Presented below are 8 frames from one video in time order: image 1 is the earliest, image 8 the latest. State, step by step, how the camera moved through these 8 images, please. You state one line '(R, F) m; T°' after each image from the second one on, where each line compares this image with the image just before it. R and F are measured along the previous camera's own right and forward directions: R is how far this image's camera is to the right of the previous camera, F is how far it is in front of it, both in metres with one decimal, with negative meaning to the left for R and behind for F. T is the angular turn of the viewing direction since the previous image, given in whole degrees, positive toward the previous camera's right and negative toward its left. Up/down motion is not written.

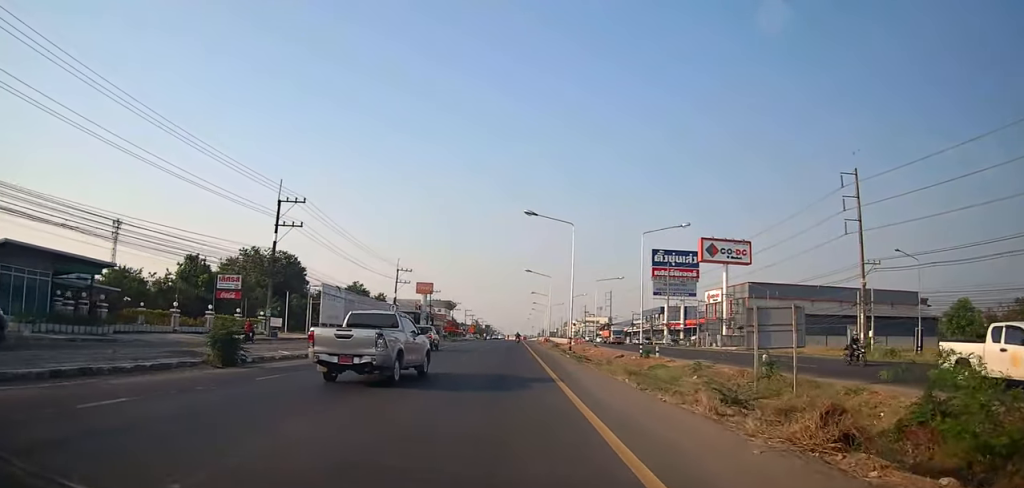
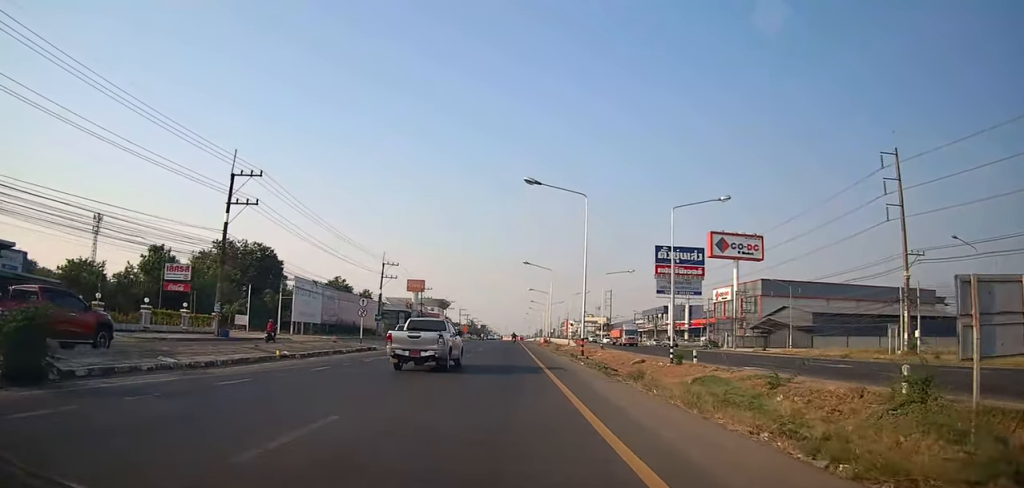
(+0.5, +8.4) m; +3°
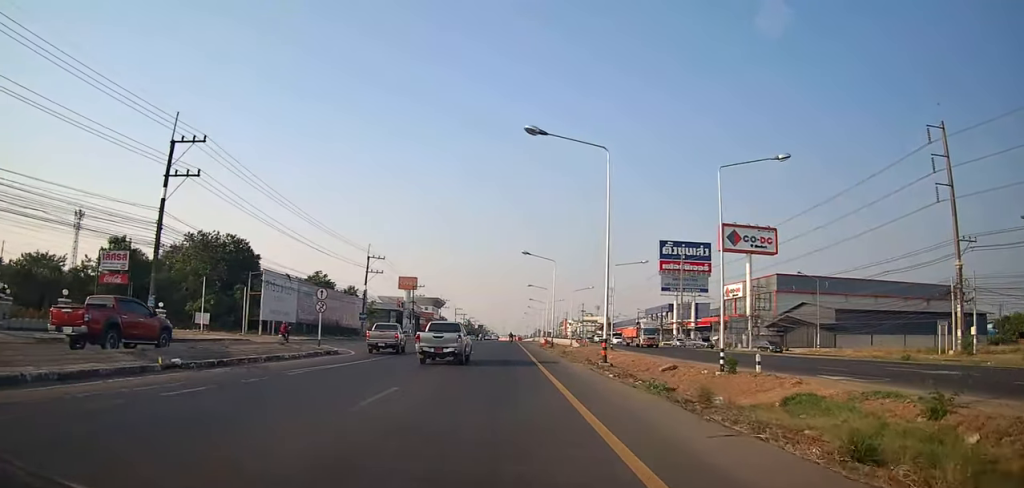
(0.0, +7.9) m; 0°
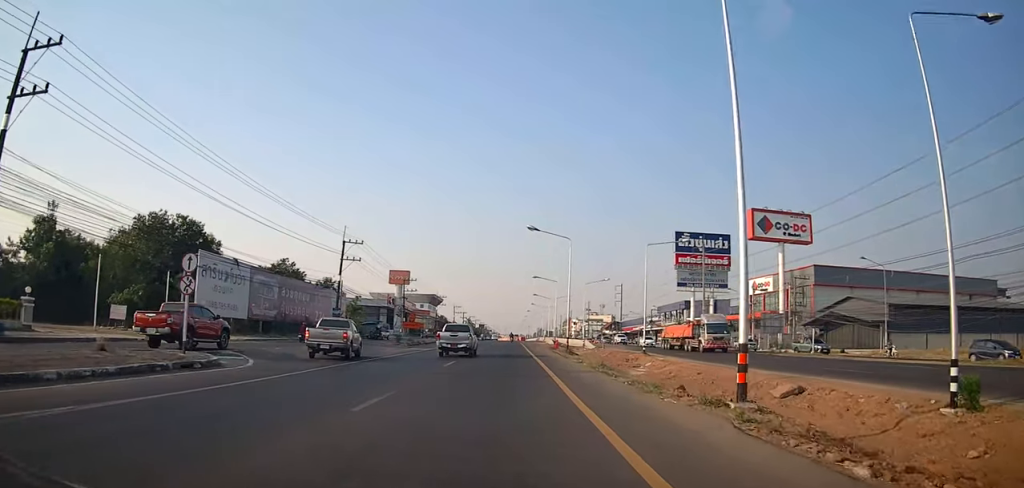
(-0.1, +13.0) m; -1°
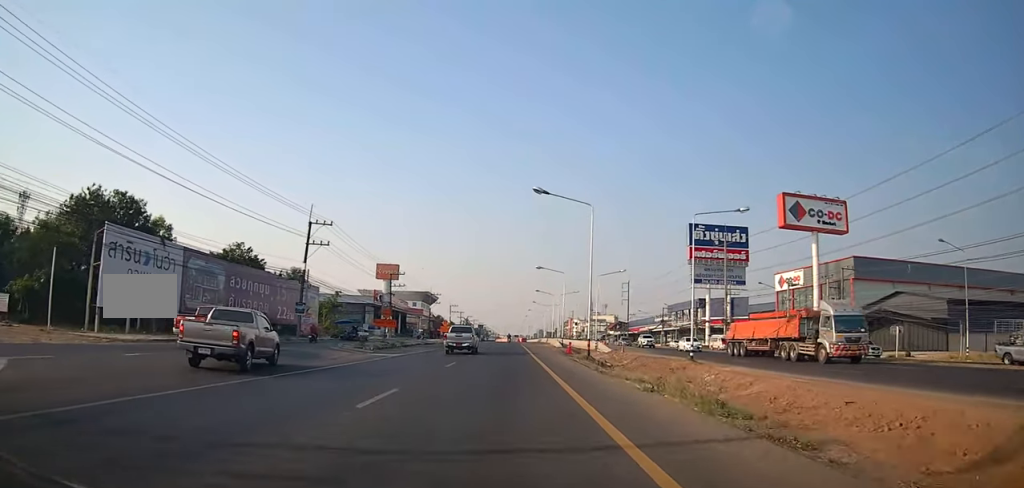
(-0.1, +11.7) m; -1°
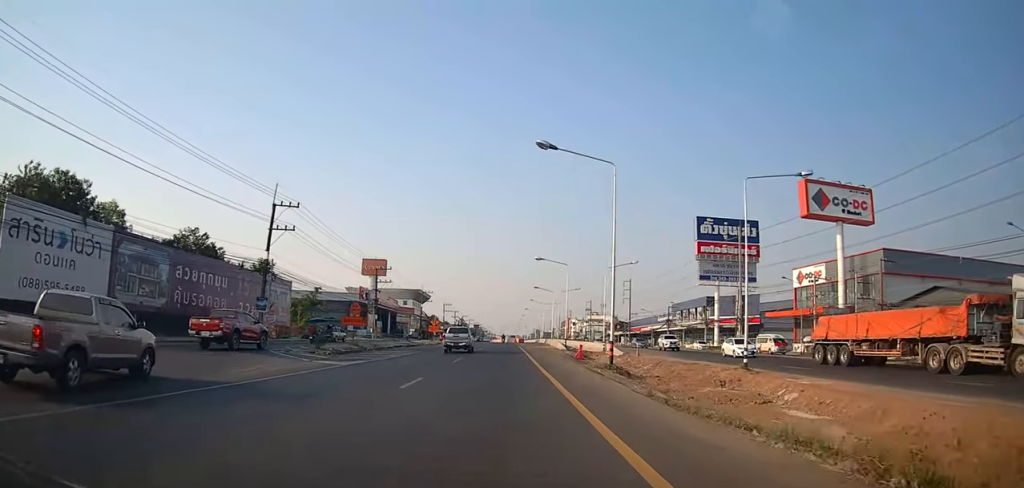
(0.0, +8.2) m; +1°
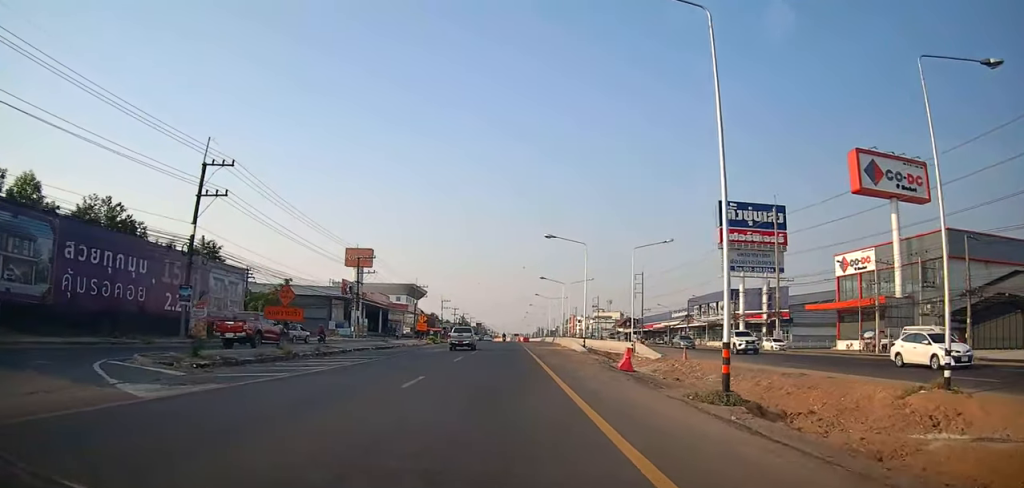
(+0.1, +12.5) m; +2°
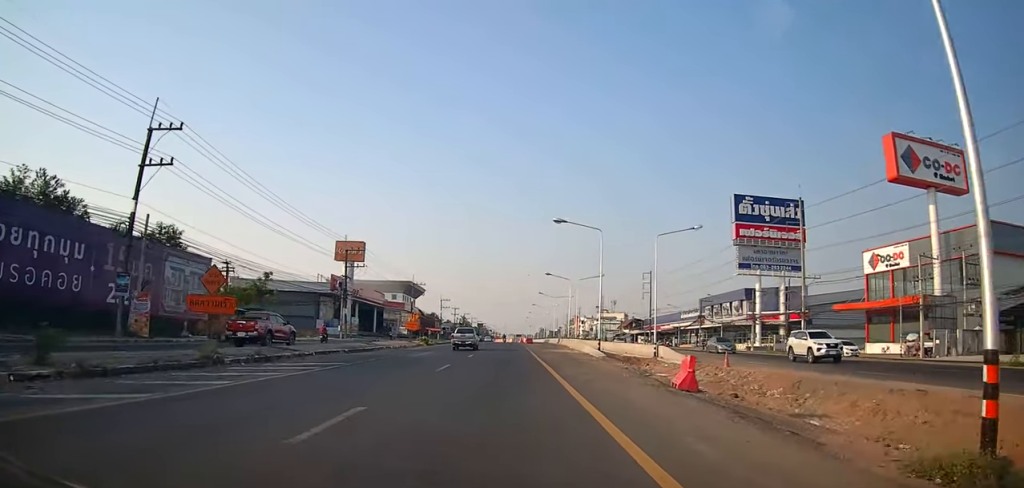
(+0.4, +6.9) m; 0°
